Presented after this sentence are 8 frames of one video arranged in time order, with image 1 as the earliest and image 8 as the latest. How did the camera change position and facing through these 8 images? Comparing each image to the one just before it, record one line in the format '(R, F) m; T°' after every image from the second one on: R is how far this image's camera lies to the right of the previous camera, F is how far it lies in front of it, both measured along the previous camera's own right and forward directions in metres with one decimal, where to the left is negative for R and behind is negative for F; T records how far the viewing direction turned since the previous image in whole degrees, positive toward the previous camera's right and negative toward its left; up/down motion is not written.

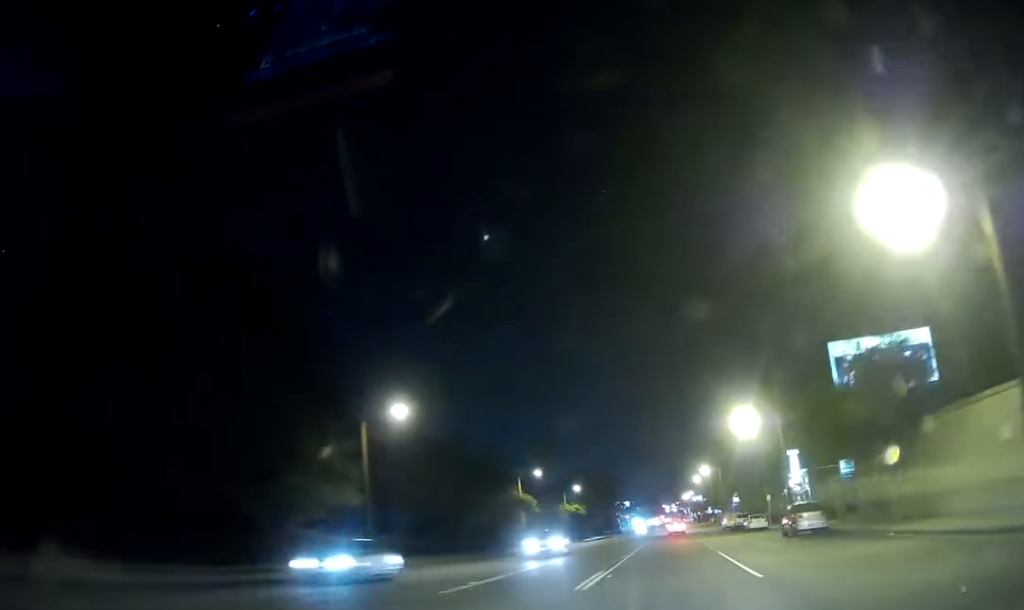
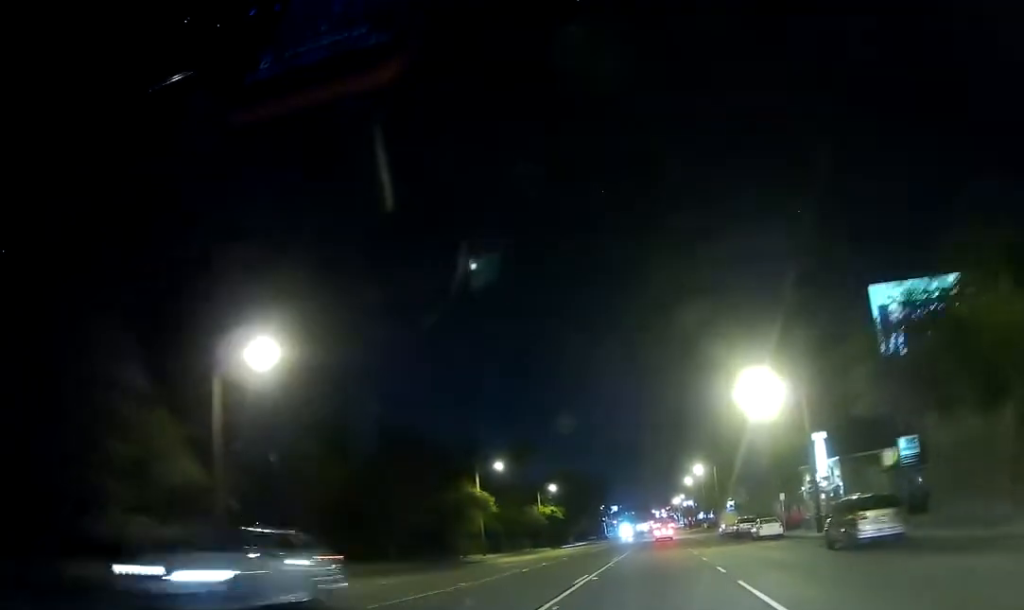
(+0.5, +13.6) m; +2°
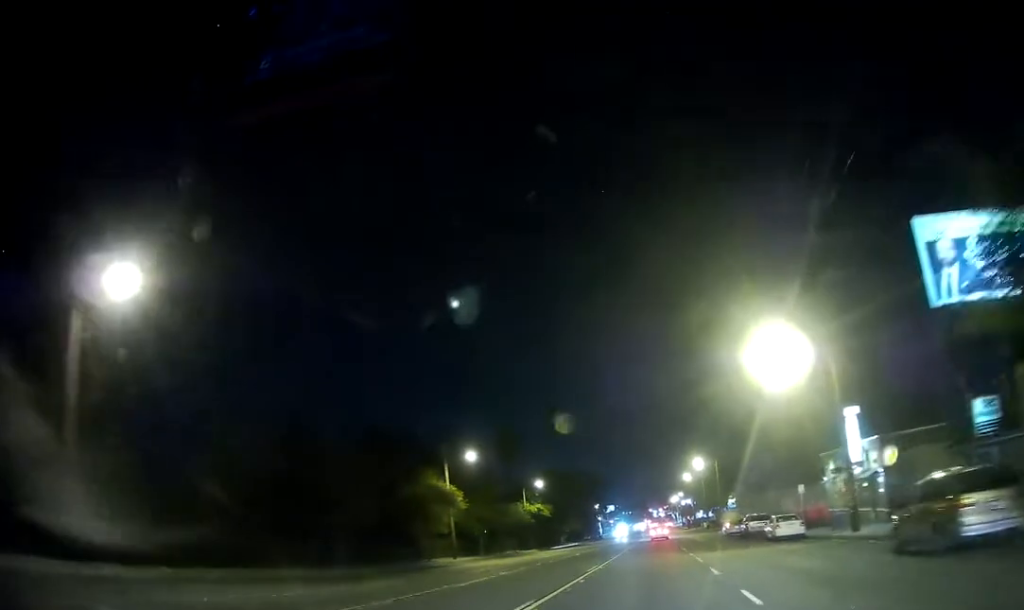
(0.0, +8.1) m; 0°
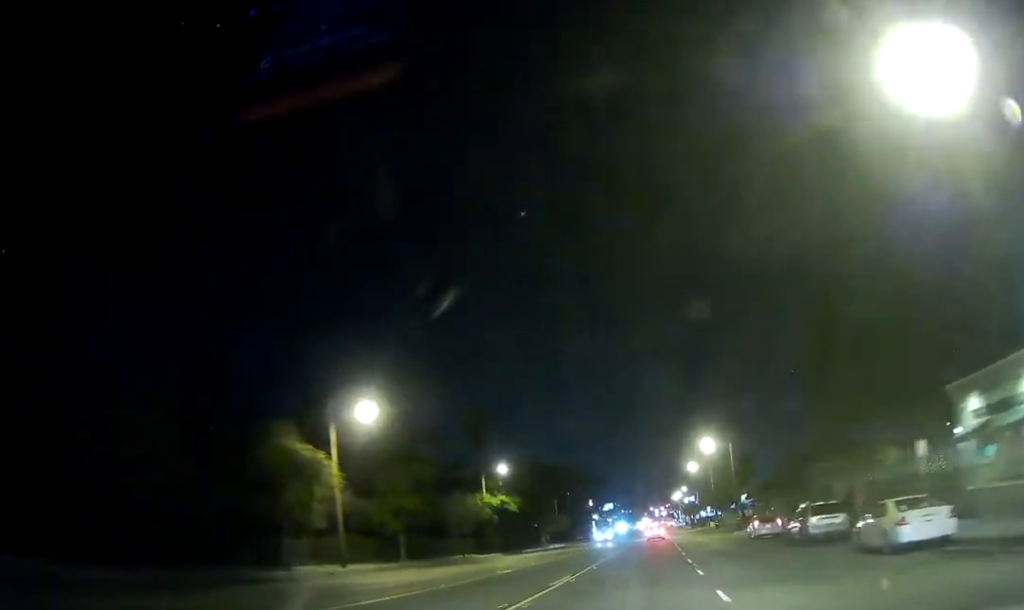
(0.0, +19.9) m; 0°
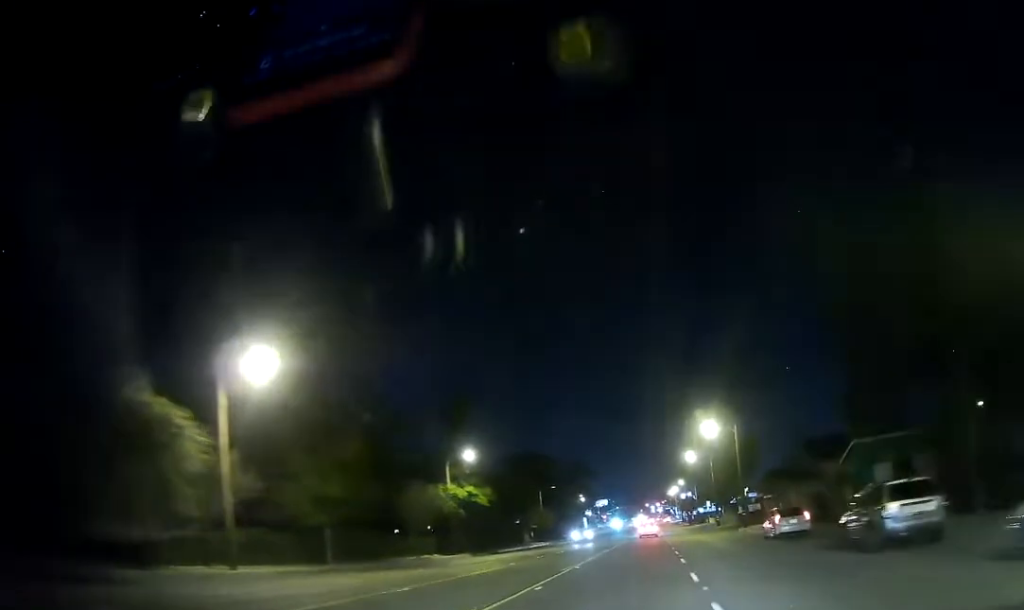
(0.0, +10.2) m; 0°
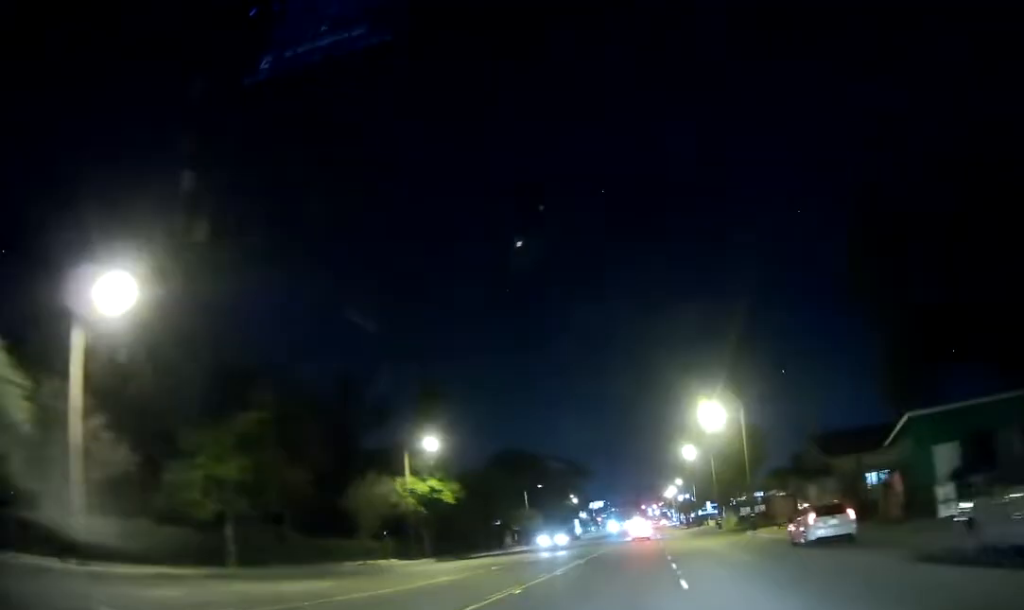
(0.0, +8.6) m; 0°
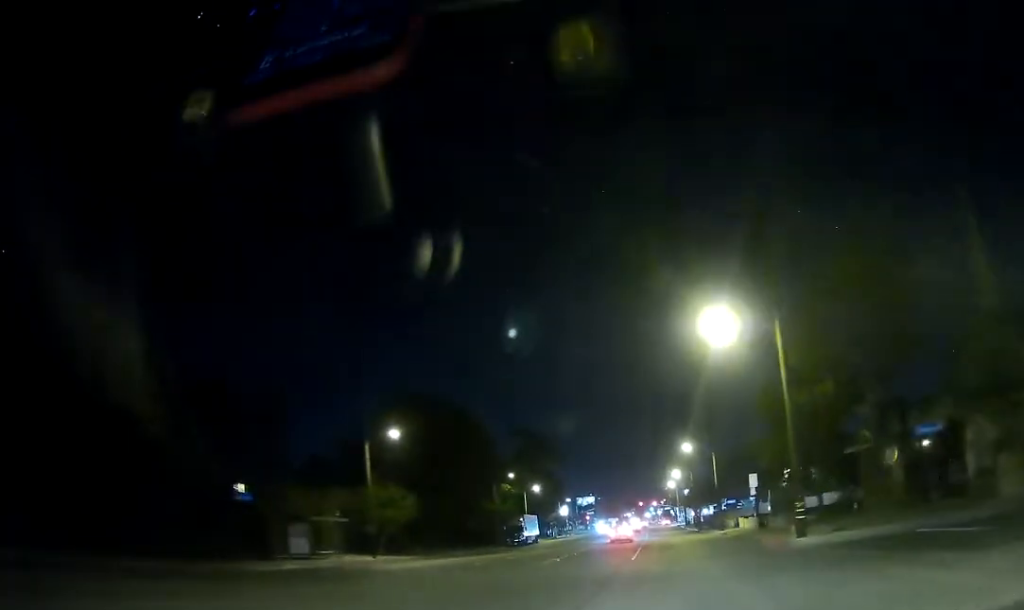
(+1.5, +55.3) m; +1°
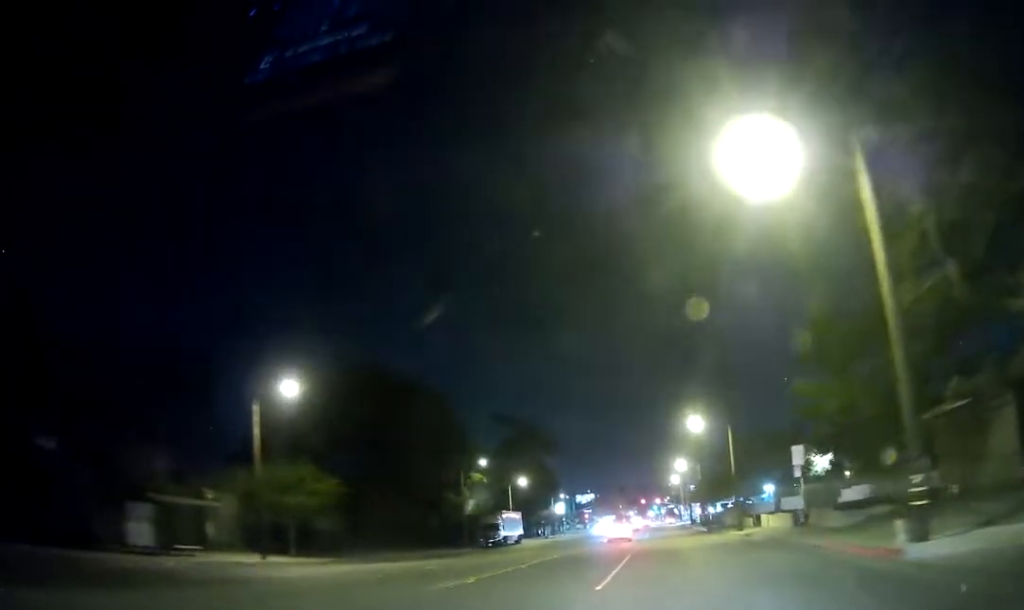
(-0.3, +14.7) m; -1°
